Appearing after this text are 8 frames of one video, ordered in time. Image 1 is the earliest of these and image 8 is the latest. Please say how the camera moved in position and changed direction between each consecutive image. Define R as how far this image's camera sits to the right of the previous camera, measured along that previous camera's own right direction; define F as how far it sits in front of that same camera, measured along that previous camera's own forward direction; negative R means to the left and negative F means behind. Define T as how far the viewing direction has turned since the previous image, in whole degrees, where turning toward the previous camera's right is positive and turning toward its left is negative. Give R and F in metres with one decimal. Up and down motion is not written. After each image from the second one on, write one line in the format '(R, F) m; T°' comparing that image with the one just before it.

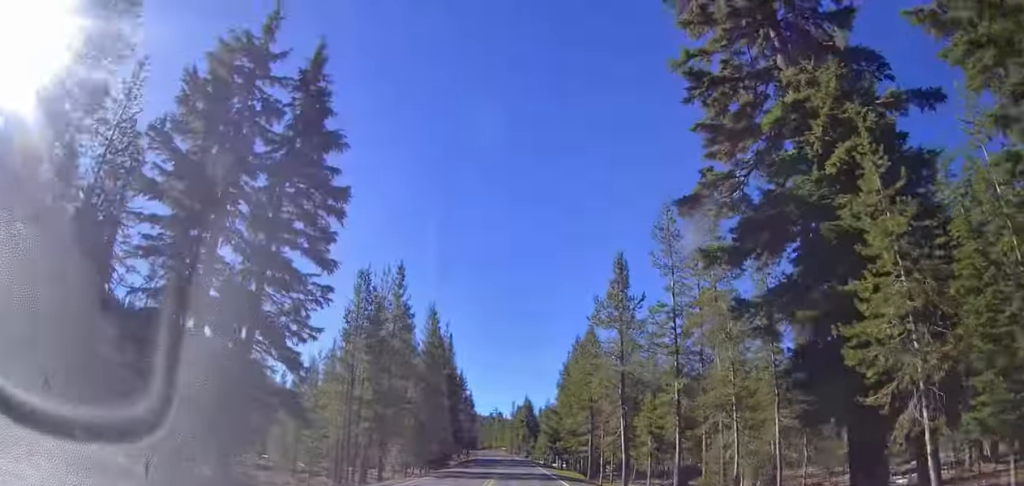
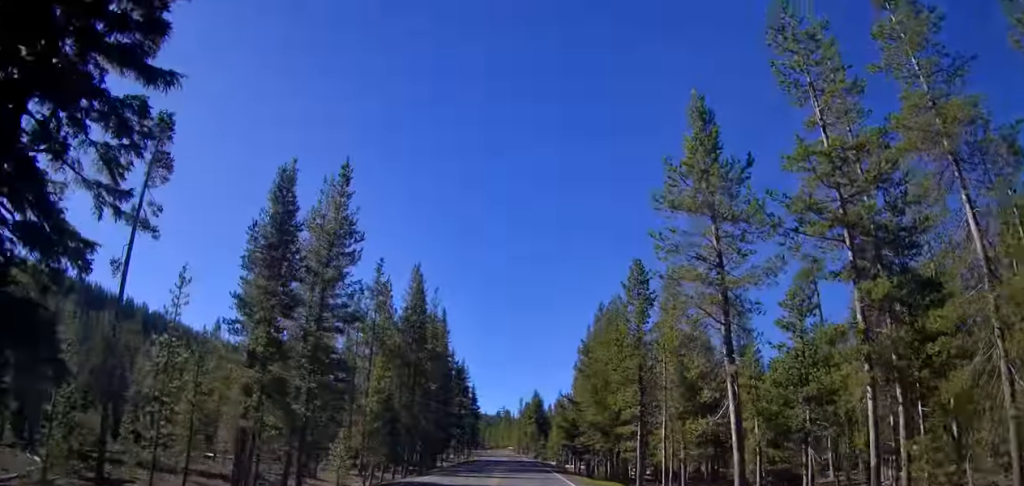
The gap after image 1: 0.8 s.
(-0.6, +16.0) m; -1°
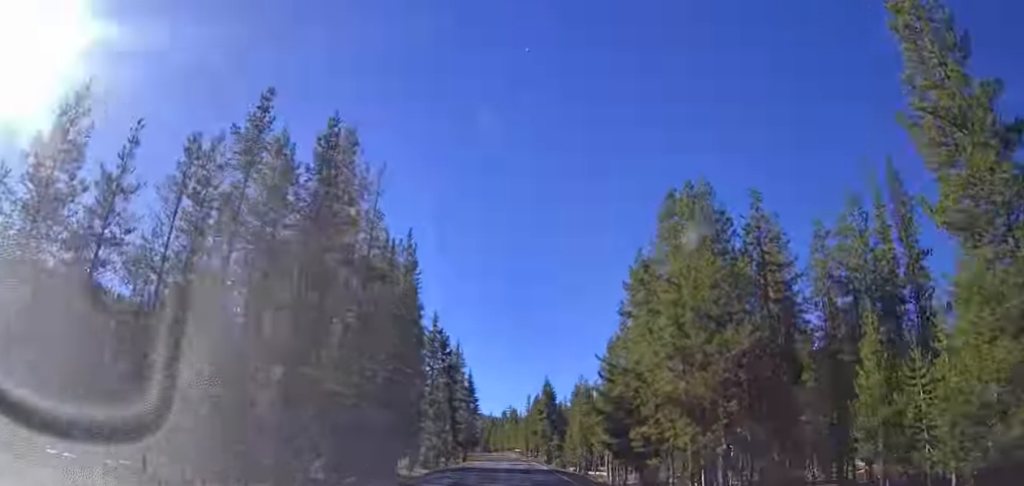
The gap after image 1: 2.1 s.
(+0.2, +26.5) m; -1°
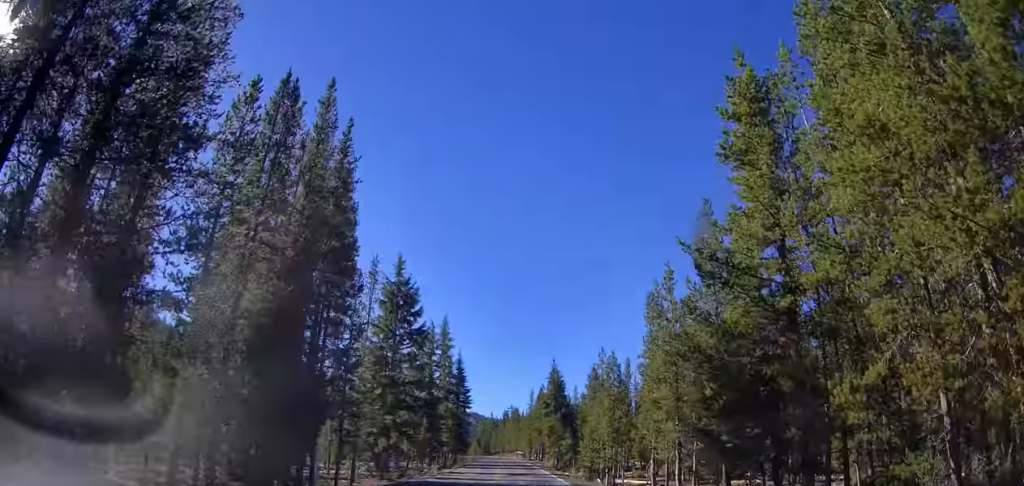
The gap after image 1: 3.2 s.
(-0.3, +21.0) m; -1°
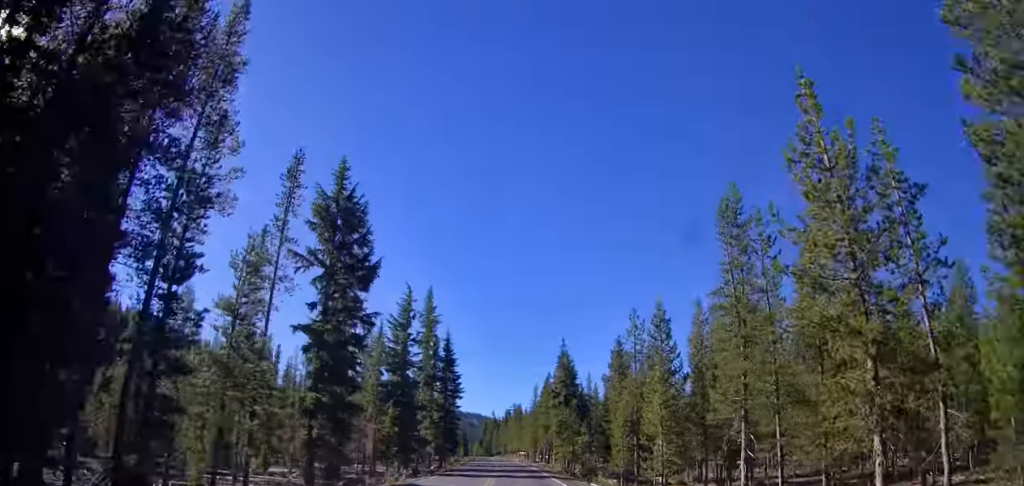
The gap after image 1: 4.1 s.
(0.0, +17.0) m; 0°
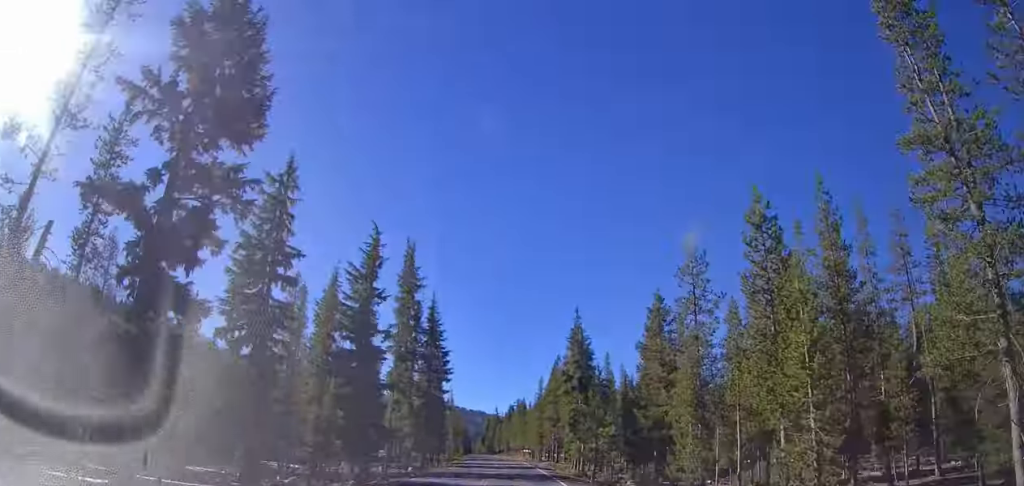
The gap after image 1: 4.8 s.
(0.0, +15.0) m; 0°
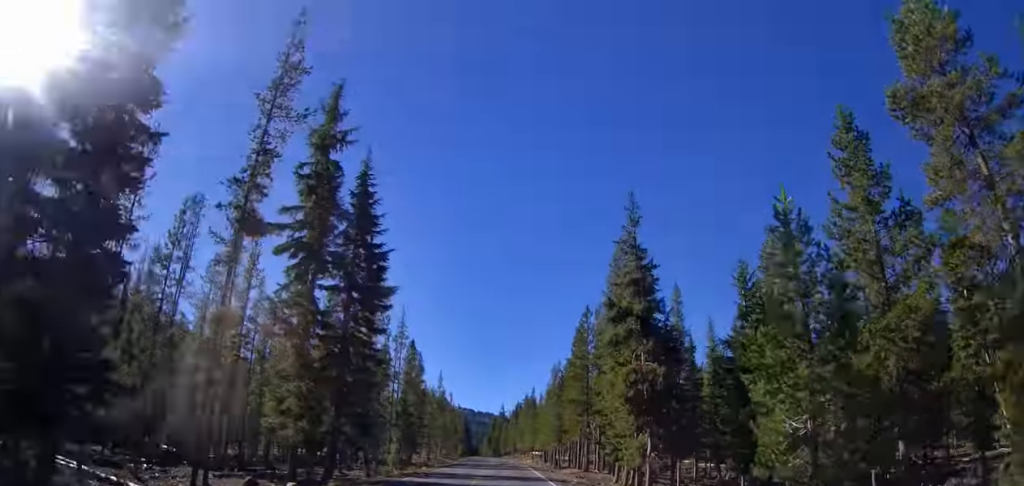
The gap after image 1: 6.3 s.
(+0.2, +28.5) m; 0°
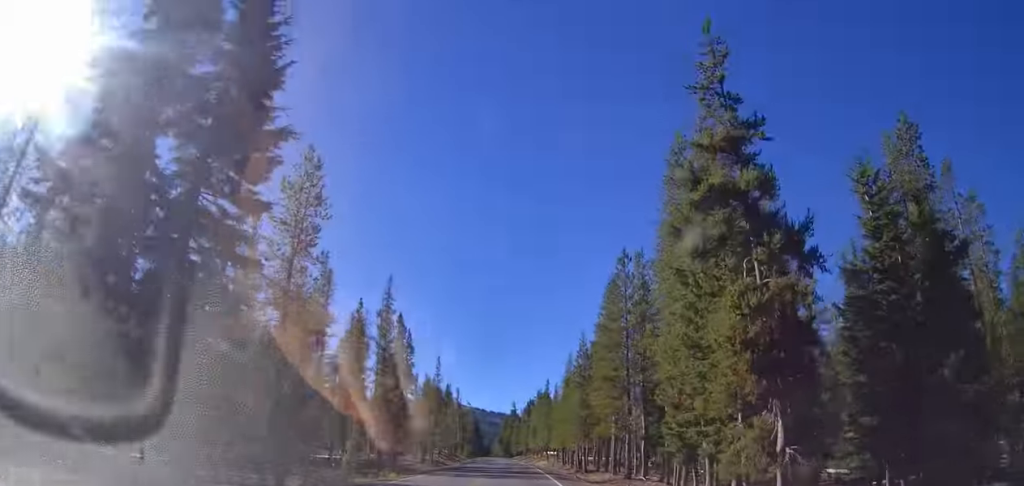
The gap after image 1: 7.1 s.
(-0.2, +14.8) m; -1°
